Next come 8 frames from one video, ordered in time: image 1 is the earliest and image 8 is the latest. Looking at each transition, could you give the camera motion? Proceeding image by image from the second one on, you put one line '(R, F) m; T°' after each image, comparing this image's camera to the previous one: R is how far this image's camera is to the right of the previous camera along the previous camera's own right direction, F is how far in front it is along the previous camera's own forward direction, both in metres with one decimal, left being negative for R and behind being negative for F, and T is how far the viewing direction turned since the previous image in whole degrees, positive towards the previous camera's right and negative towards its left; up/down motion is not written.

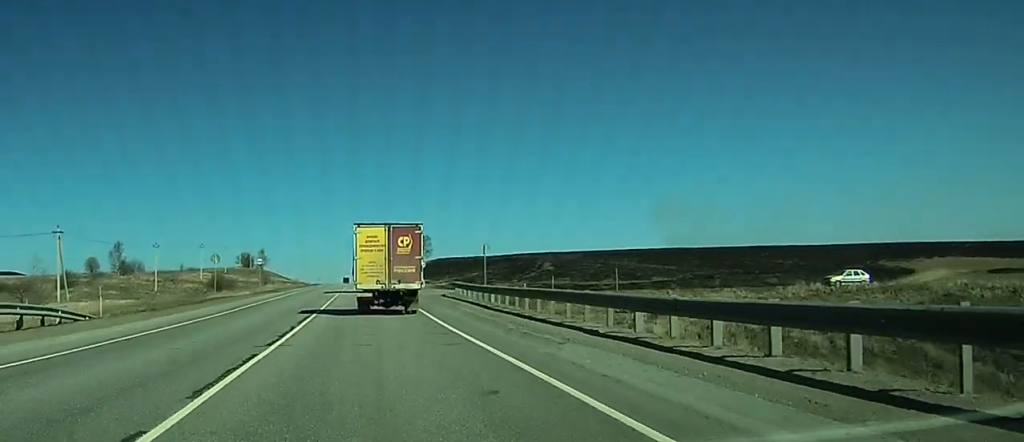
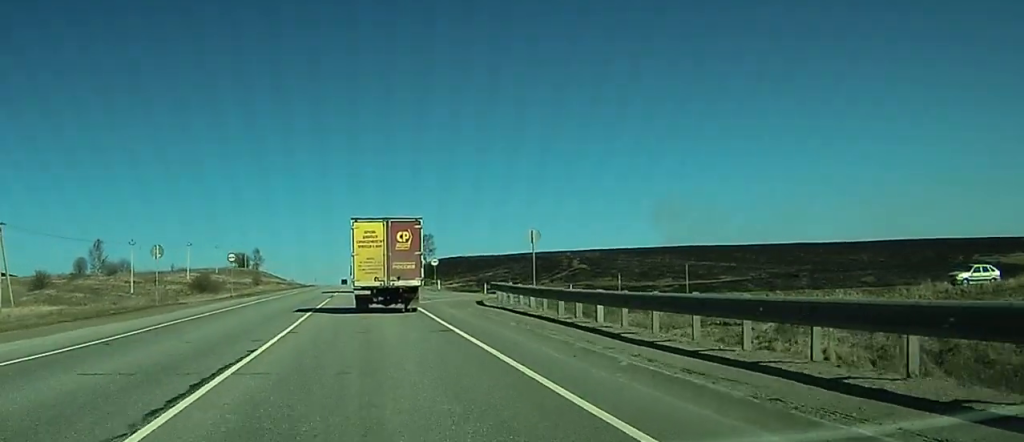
(+0.2, +17.2) m; +1°
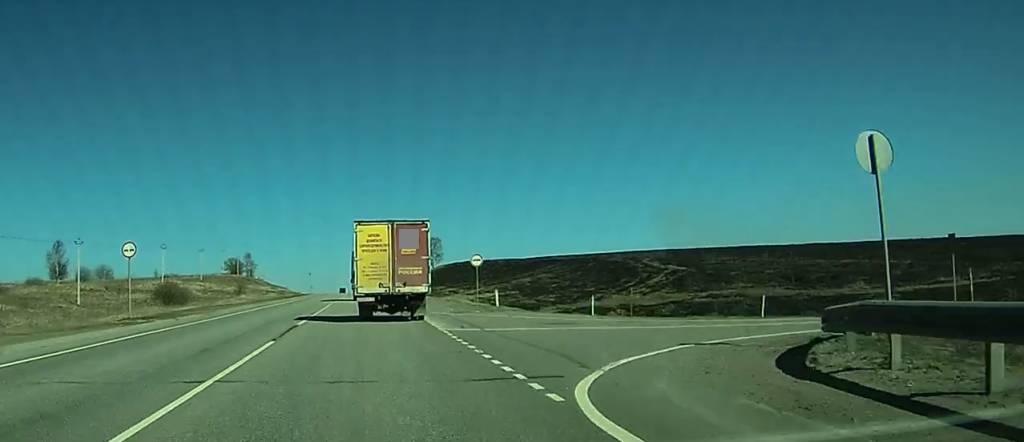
(-0.2, +29.0) m; -1°
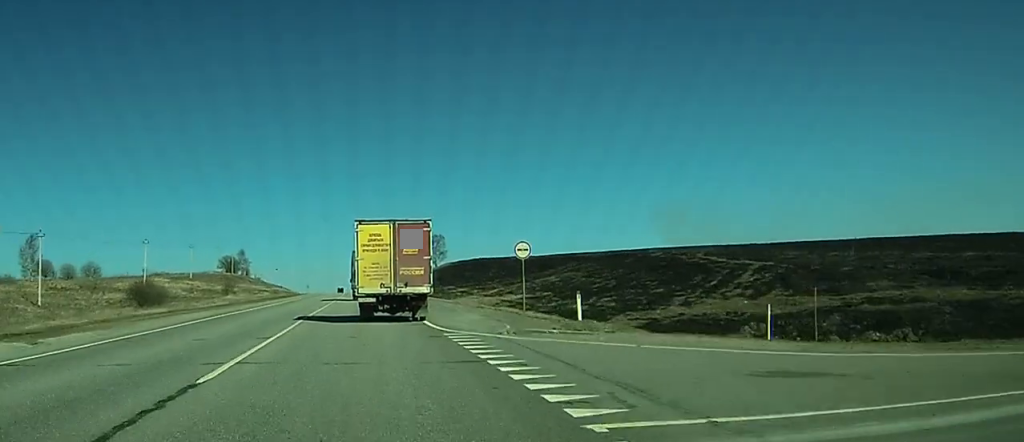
(-0.1, +15.0) m; 0°
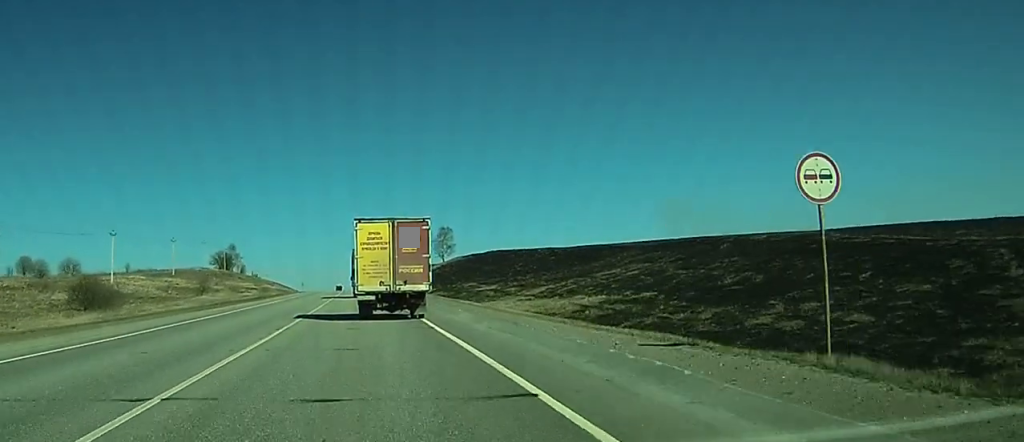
(0.0, +24.1) m; 0°
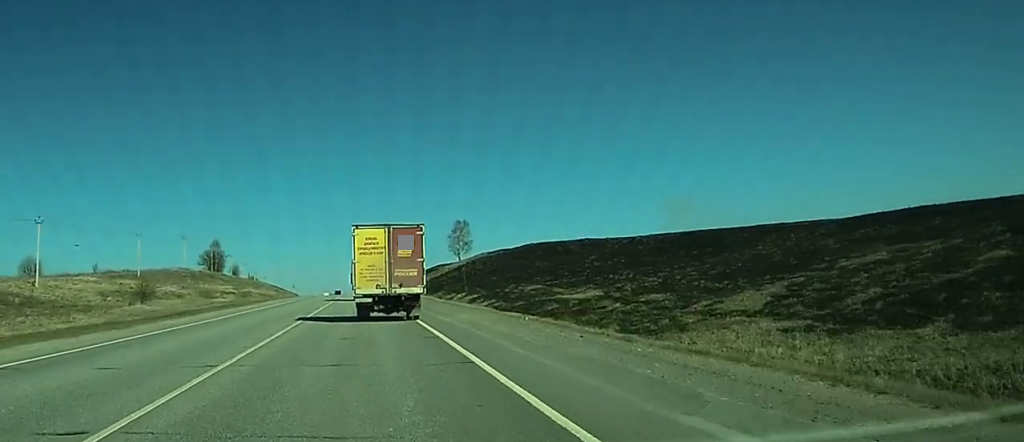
(-0.3, +37.4) m; 0°
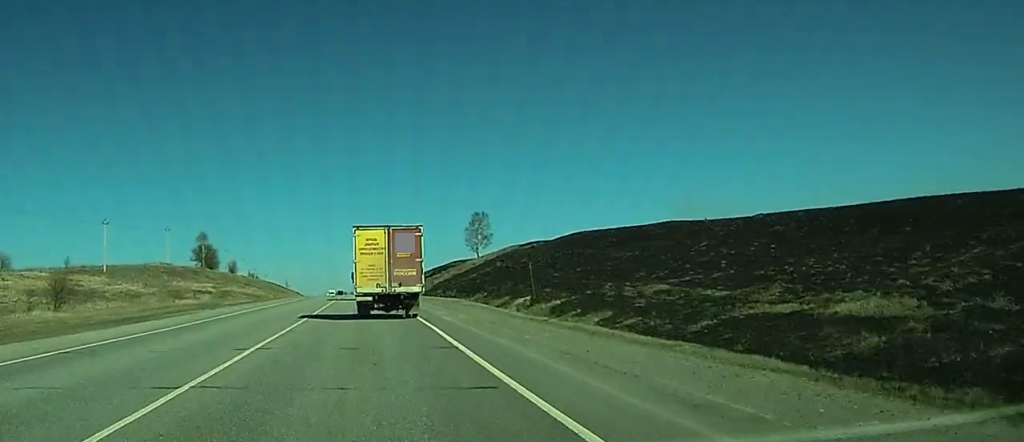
(+0.2, +27.3) m; 0°
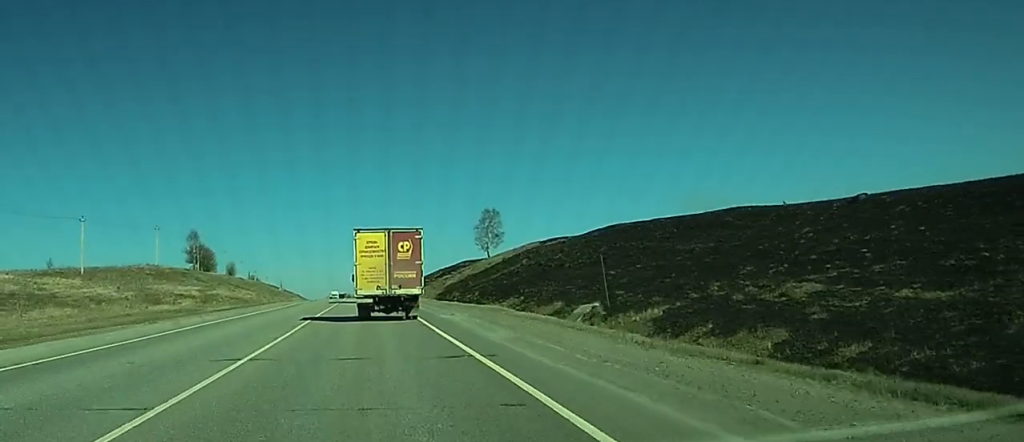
(0.0, +13.5) m; -1°
